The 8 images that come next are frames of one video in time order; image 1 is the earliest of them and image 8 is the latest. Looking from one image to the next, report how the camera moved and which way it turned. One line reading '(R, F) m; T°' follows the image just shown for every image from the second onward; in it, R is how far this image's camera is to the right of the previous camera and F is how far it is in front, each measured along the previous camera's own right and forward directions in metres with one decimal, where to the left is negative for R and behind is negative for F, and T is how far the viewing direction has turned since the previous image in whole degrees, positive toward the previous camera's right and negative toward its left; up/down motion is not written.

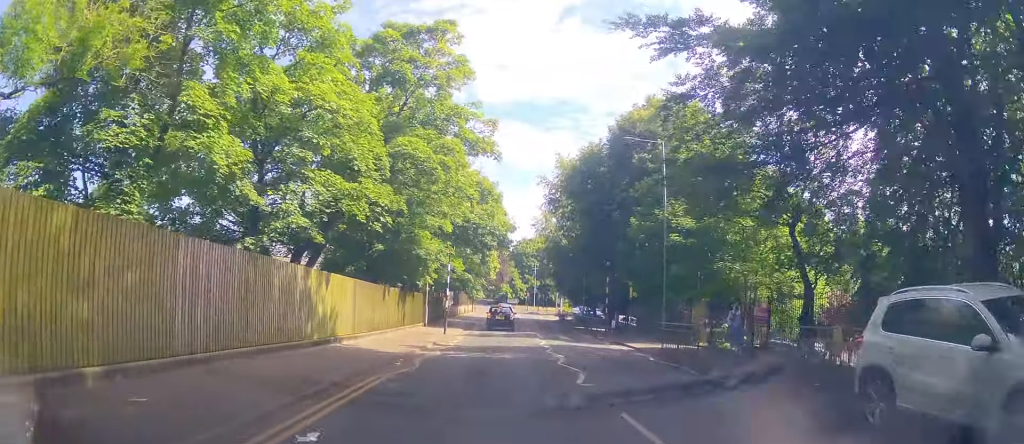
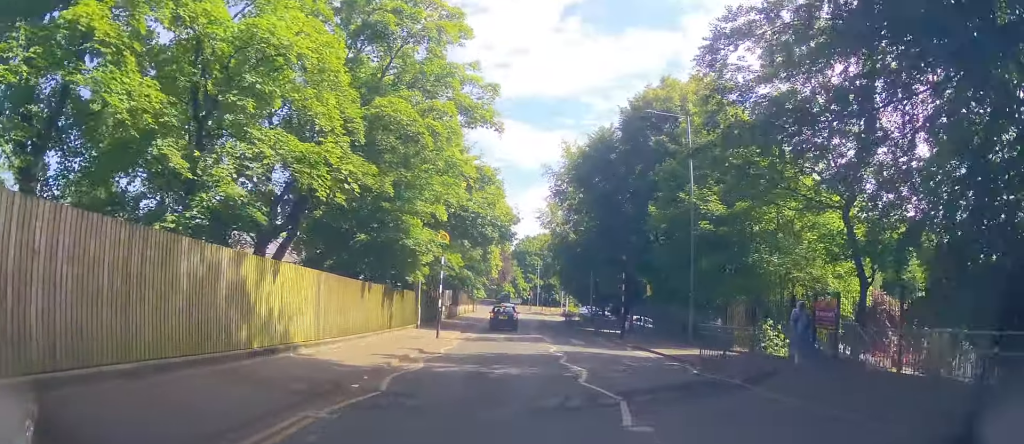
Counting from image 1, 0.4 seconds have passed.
(-0.1, +4.0) m; -1°
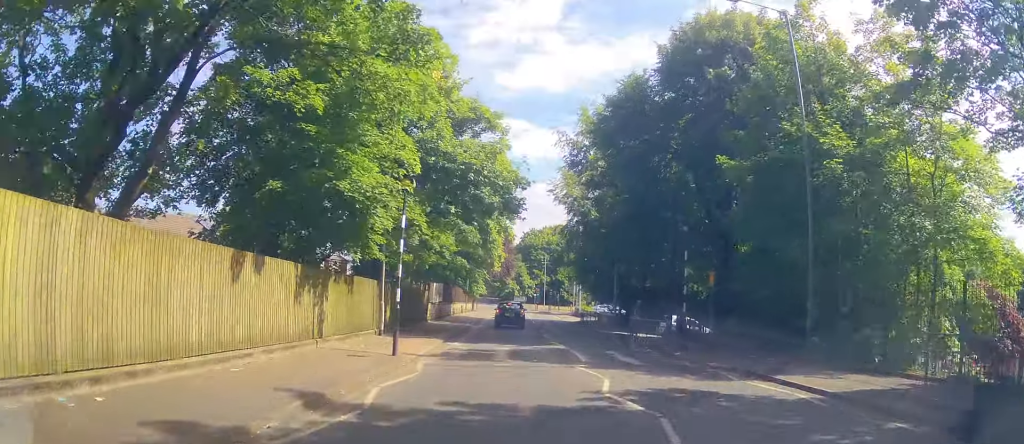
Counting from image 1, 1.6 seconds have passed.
(-0.1, +10.0) m; -3°
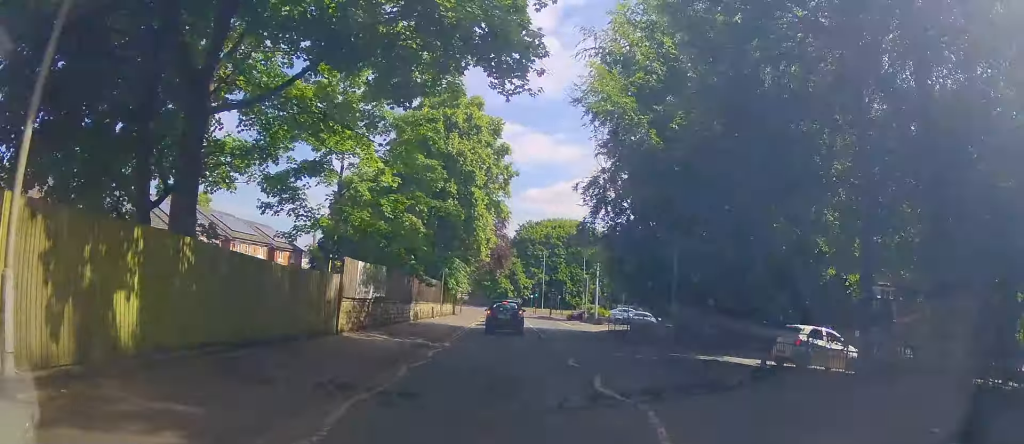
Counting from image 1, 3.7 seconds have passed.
(-0.2, +16.8) m; +1°
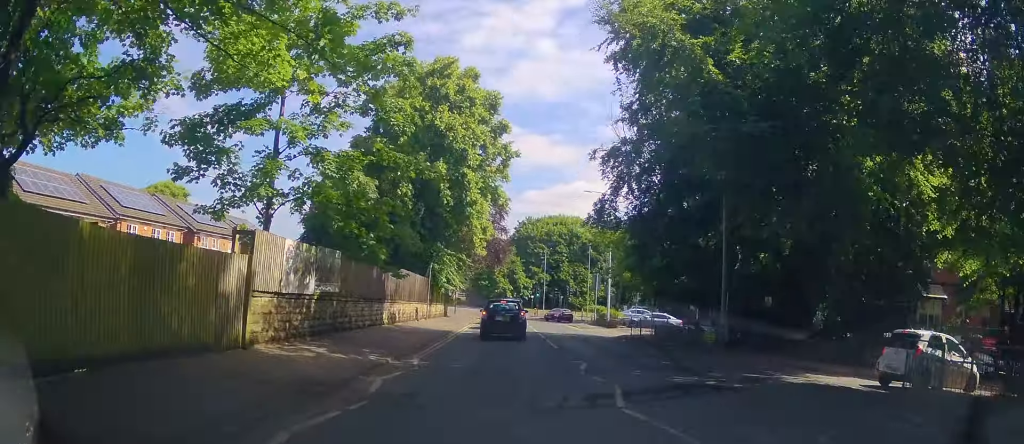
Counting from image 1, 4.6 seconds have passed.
(-0.2, +6.3) m; -2°
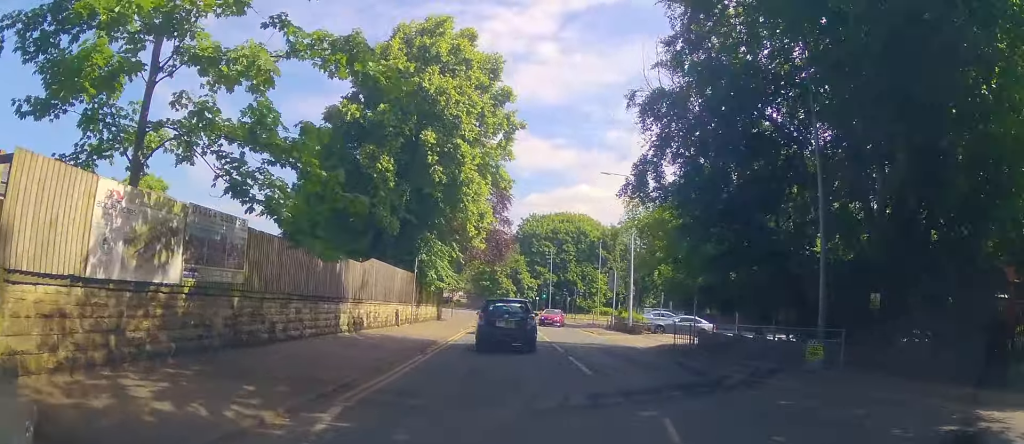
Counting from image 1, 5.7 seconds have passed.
(0.0, +6.6) m; +2°
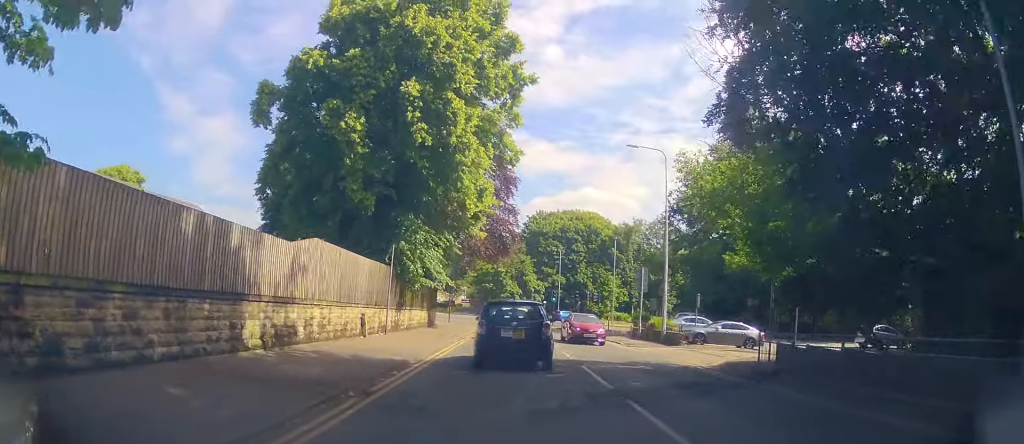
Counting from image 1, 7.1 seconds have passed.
(+0.2, +7.3) m; -1°
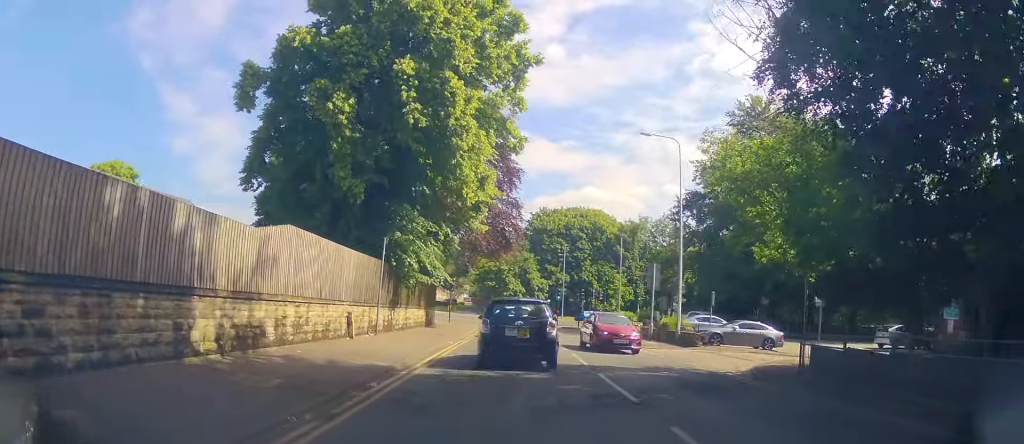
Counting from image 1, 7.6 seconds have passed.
(-0.1, +2.2) m; -1°
